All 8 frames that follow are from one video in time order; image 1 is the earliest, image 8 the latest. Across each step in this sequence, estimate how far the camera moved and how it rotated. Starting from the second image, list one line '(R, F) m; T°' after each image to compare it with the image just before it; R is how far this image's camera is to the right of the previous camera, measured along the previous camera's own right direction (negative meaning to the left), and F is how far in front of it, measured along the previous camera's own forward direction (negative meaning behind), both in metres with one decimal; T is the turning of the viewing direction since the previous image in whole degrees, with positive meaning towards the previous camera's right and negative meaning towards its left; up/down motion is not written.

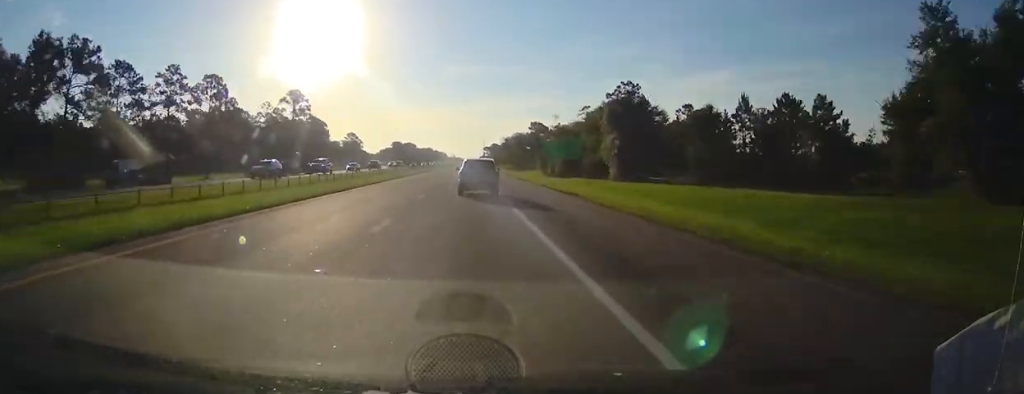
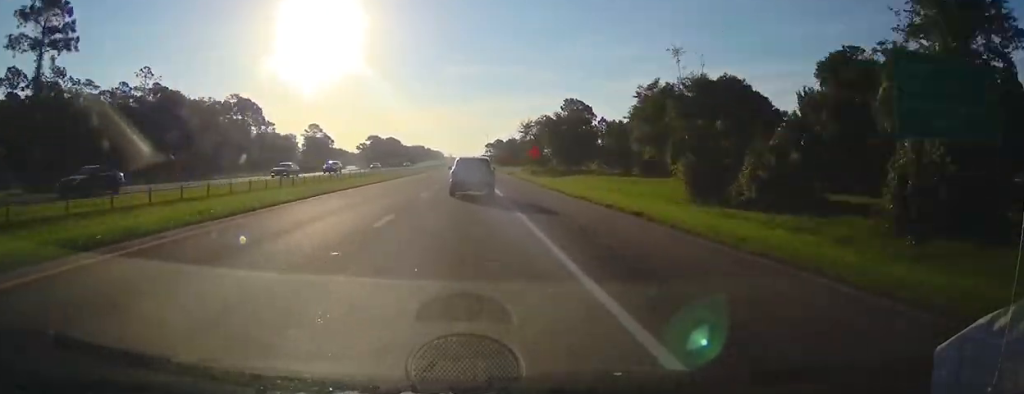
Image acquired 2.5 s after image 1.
(-0.6, +84.0) m; 0°
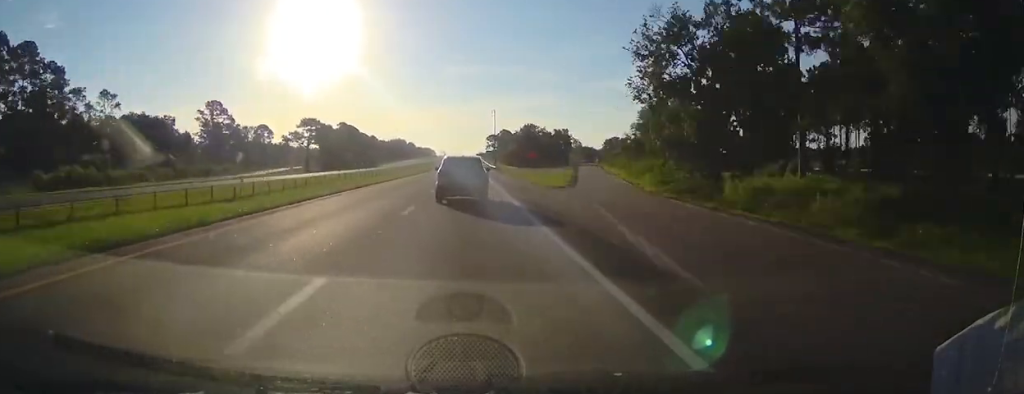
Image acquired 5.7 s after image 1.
(-0.3, +105.2) m; 0°
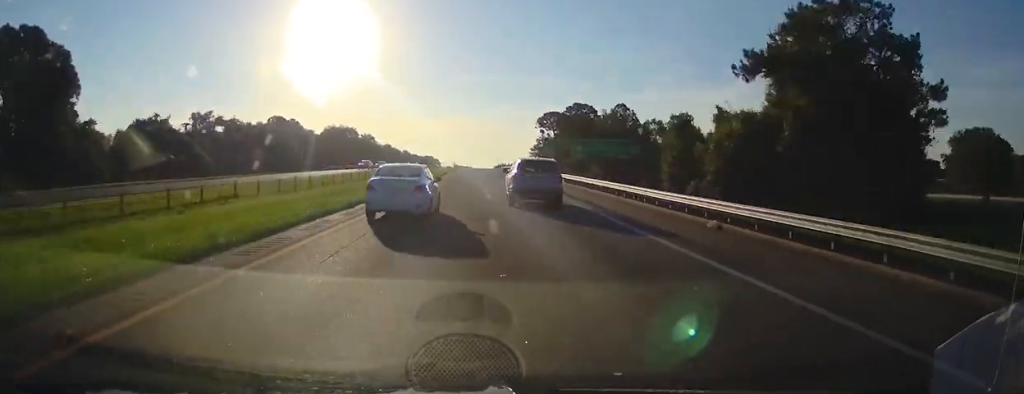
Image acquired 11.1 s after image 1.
(-0.5, +174.1) m; 0°
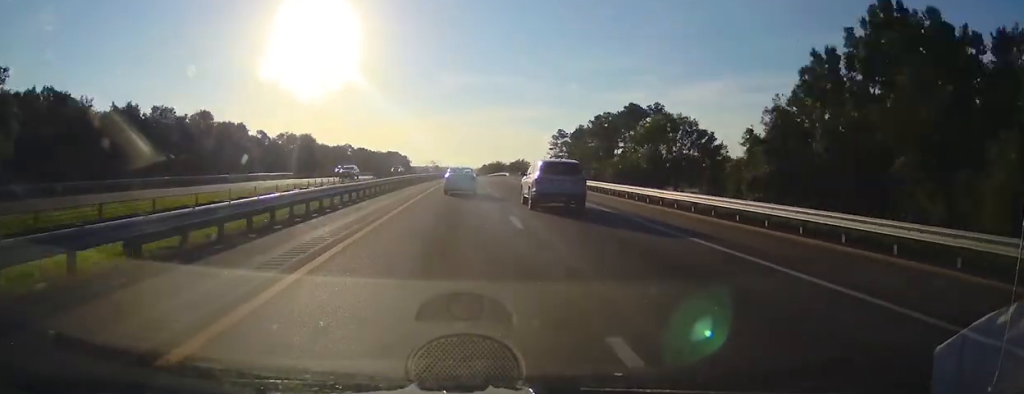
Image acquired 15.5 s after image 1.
(+1.2, +142.7) m; 0°
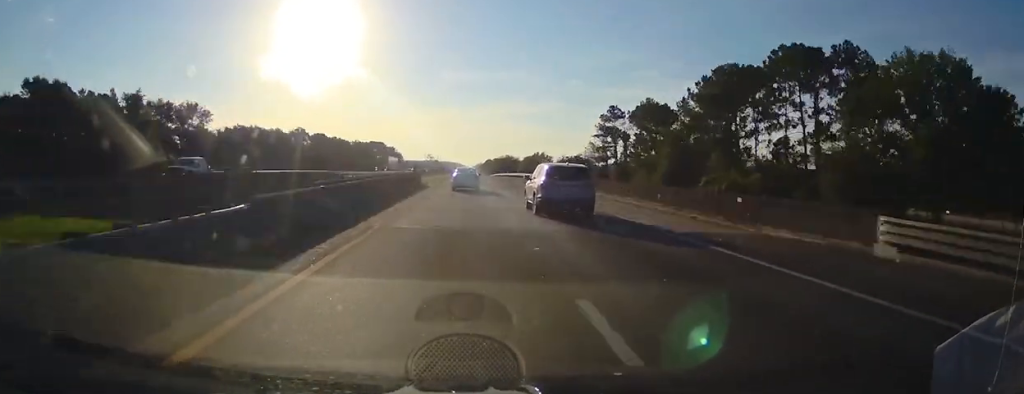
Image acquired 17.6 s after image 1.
(-0.2, +67.5) m; 0°
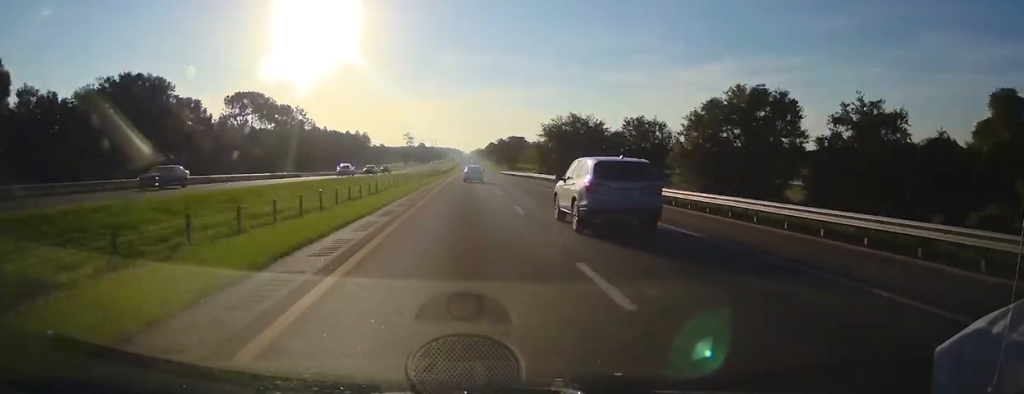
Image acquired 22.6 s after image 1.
(-0.1, +145.2) m; 0°
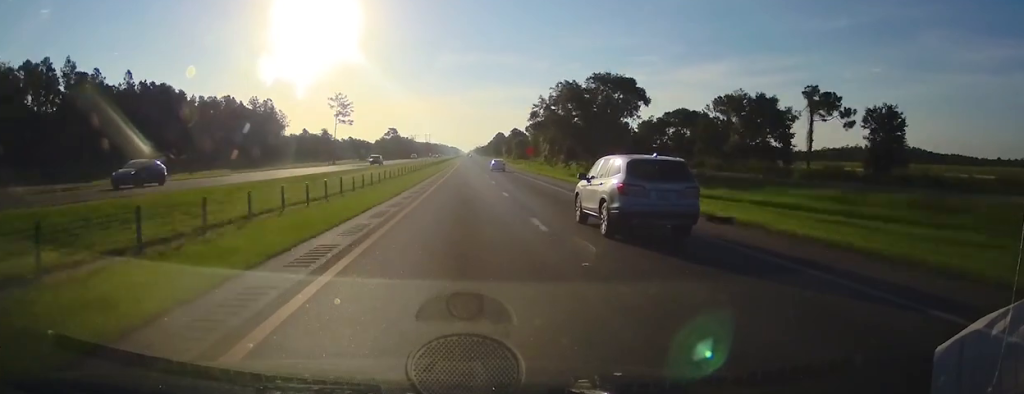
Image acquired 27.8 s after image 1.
(+0.2, +197.8) m; 0°
